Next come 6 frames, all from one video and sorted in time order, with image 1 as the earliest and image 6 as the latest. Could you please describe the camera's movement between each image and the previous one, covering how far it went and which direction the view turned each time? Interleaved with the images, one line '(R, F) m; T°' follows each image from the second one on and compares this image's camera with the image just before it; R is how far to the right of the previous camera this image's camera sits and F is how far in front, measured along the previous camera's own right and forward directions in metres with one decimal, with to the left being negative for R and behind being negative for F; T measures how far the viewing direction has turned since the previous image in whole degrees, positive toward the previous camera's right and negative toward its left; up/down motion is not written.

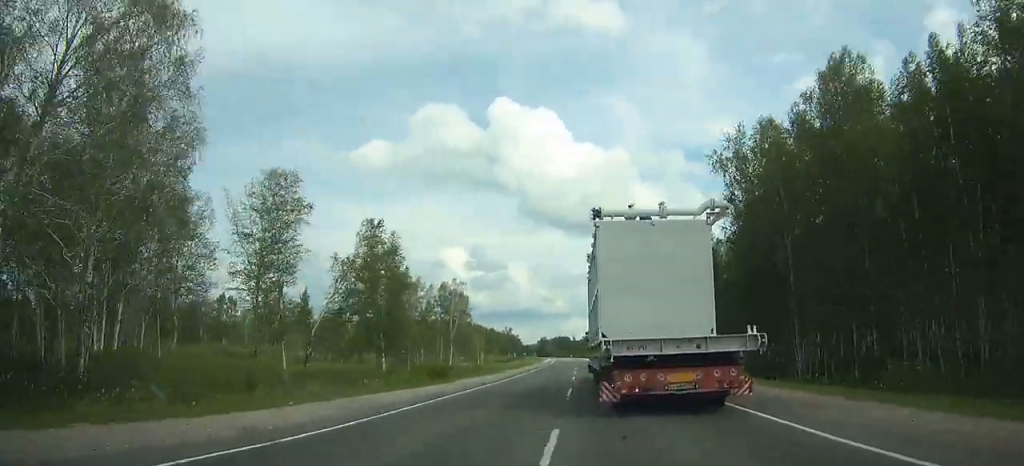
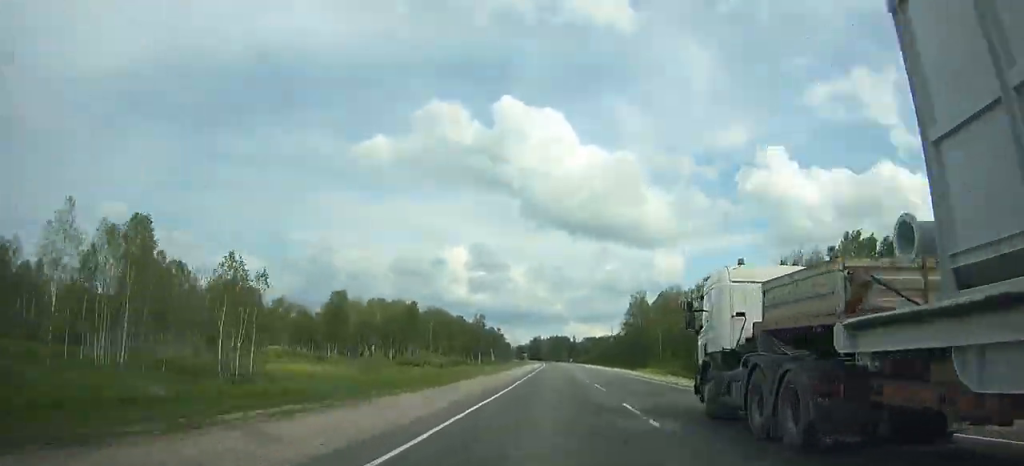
(-1.0, +119.4) m; 0°
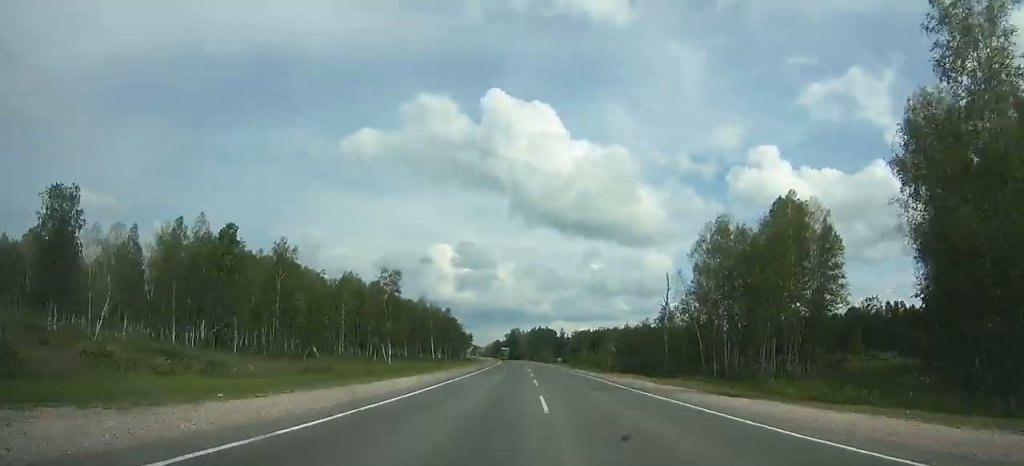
(-0.3, +103.4) m; -1°
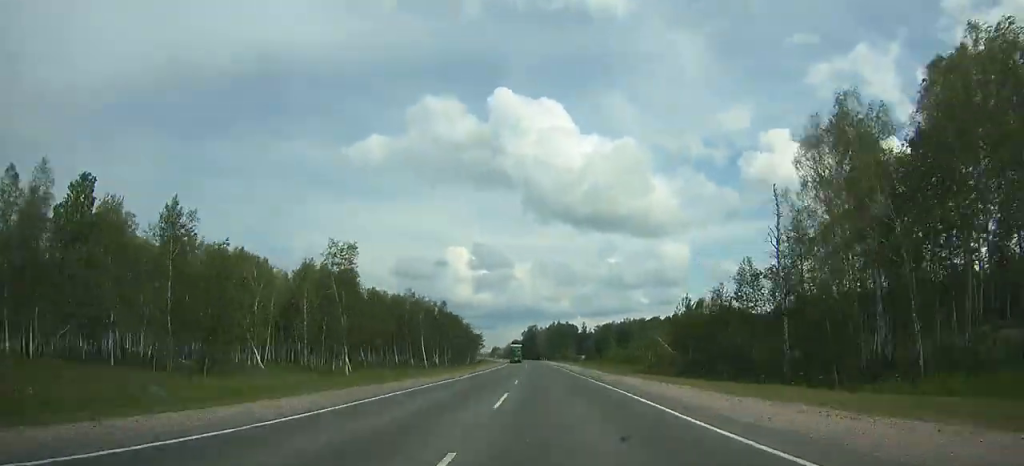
(+0.2, +32.8) m; -1°
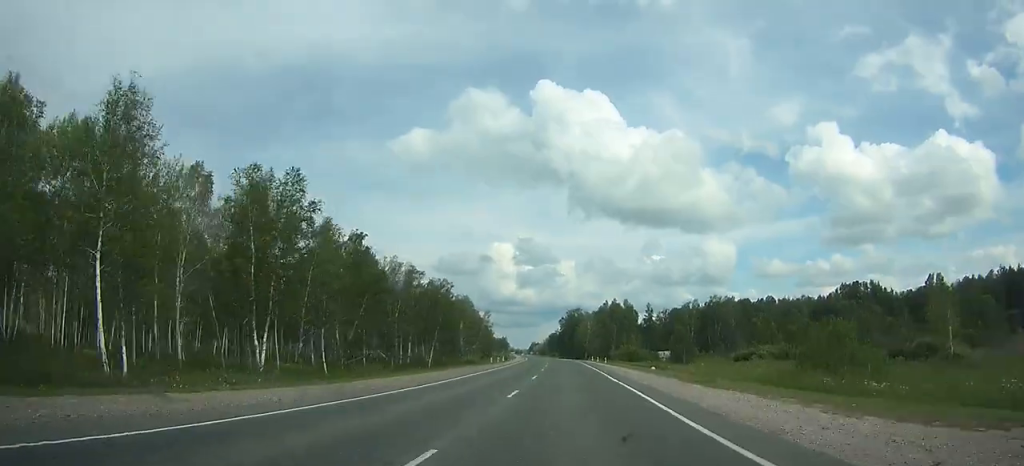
(-2.9, +104.2) m; -3°
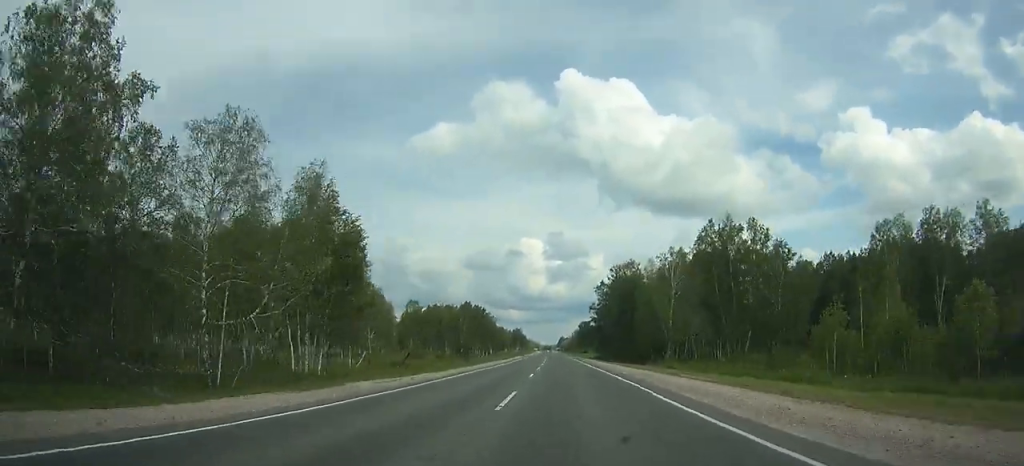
(-2.9, +124.9) m; -2°
